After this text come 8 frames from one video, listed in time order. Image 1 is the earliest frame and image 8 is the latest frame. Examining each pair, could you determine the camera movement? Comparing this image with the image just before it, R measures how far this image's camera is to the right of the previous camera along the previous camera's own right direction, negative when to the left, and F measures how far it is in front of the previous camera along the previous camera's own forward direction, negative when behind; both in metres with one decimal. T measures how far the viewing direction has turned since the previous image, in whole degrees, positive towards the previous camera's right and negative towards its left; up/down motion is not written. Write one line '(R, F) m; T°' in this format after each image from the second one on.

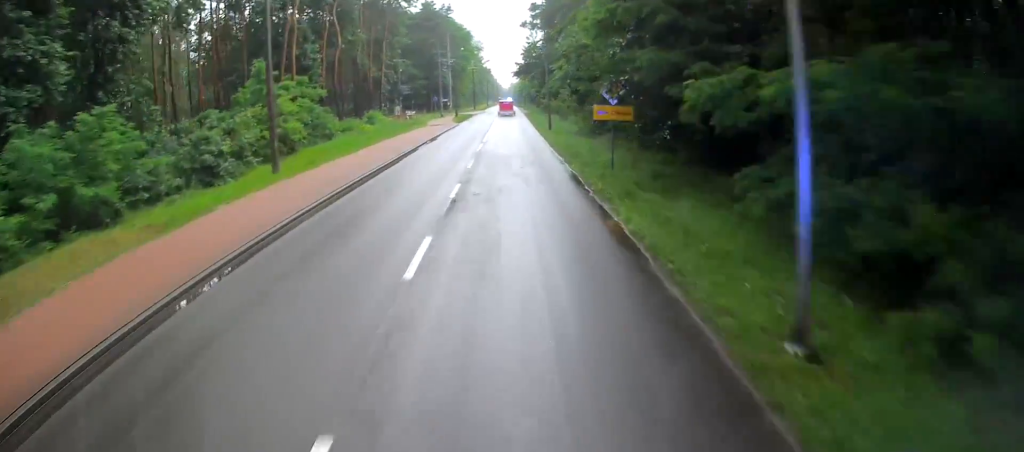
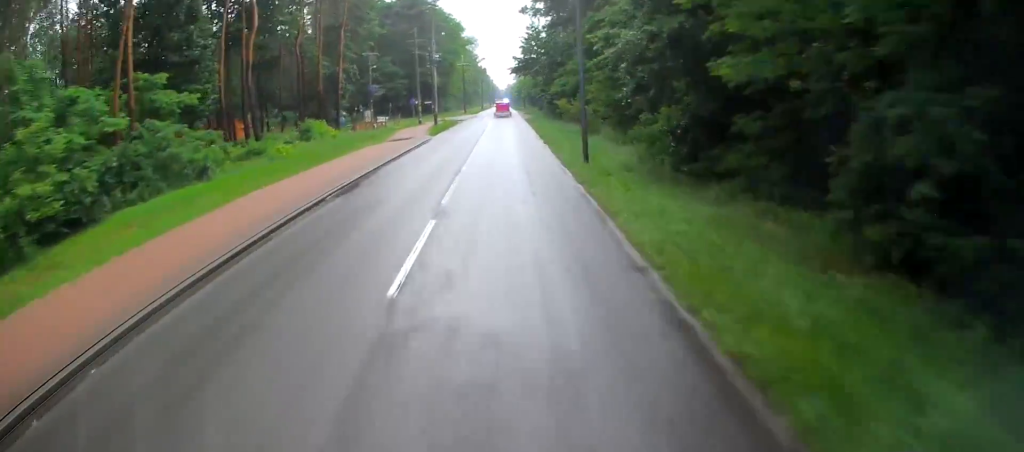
(0.0, +18.8) m; 0°
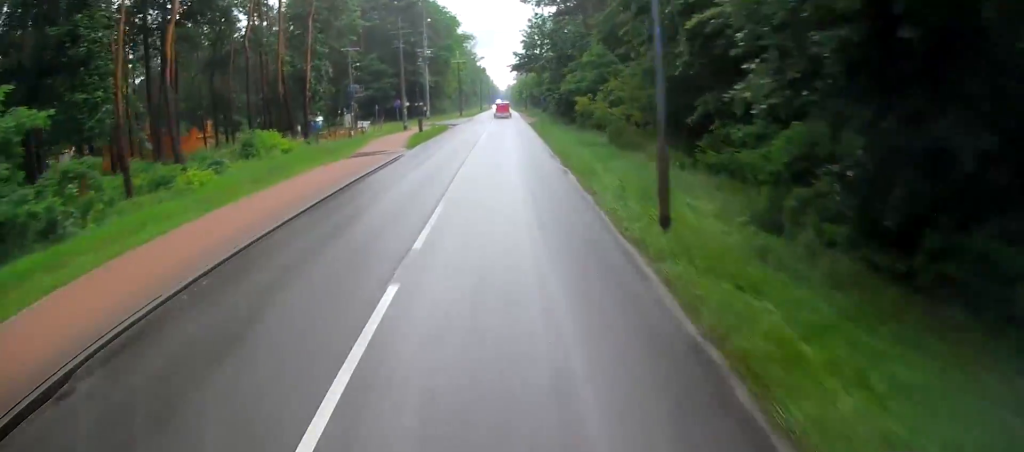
(0.0, +10.0) m; 0°
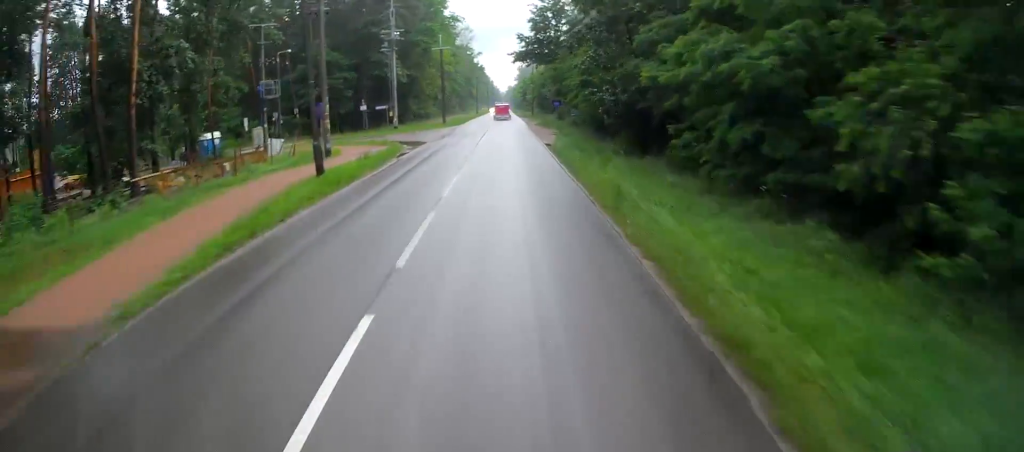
(0.0, +25.7) m; 0°
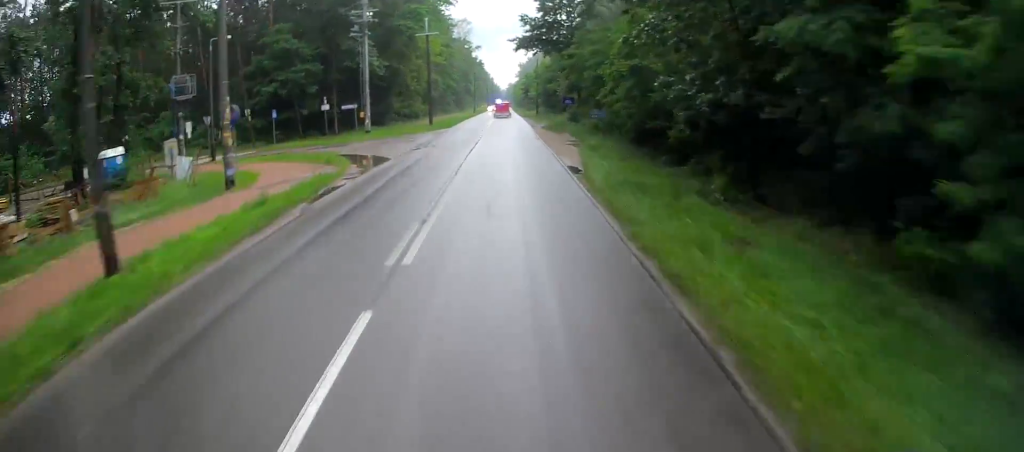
(-0.1, +12.4) m; -1°
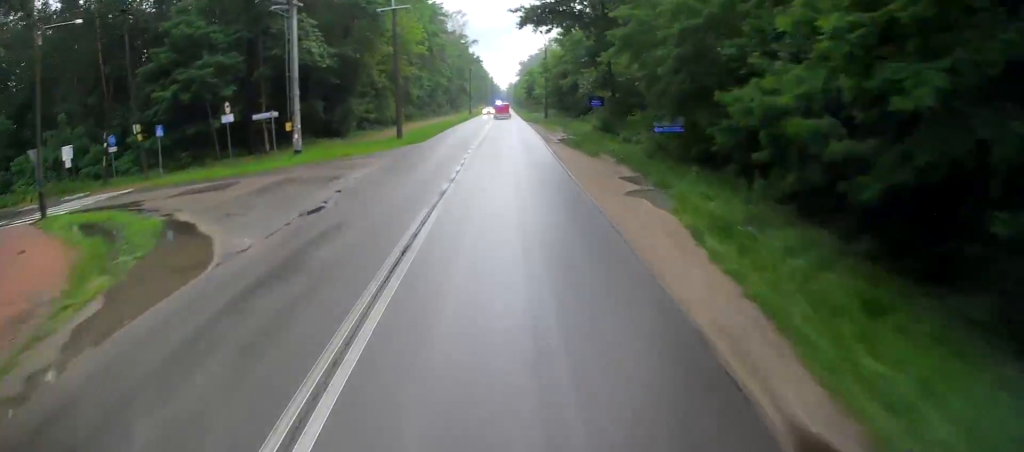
(-0.1, +16.7) m; -1°
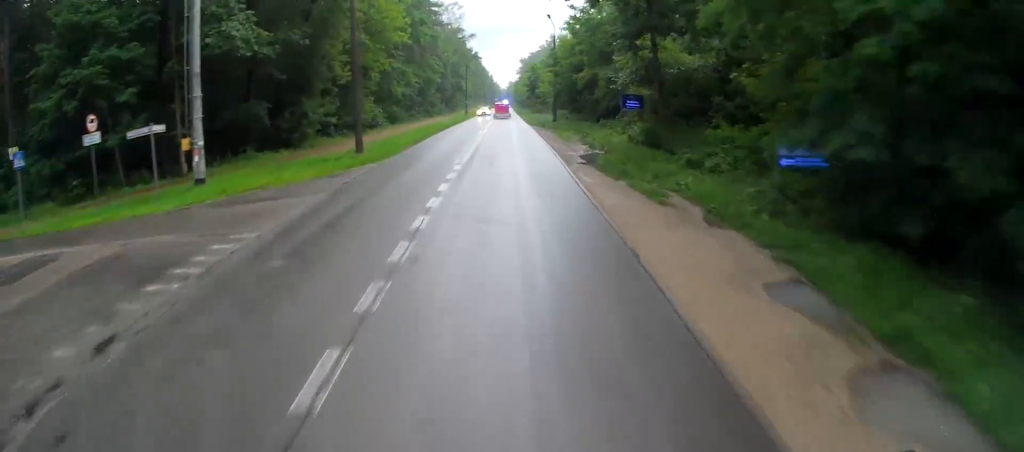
(-0.1, +10.9) m; 0°
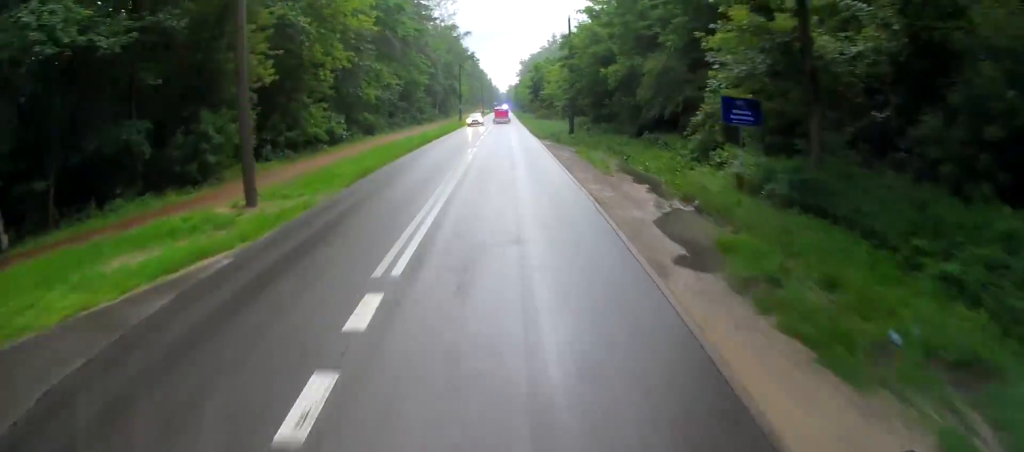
(0.0, +12.7) m; 0°
